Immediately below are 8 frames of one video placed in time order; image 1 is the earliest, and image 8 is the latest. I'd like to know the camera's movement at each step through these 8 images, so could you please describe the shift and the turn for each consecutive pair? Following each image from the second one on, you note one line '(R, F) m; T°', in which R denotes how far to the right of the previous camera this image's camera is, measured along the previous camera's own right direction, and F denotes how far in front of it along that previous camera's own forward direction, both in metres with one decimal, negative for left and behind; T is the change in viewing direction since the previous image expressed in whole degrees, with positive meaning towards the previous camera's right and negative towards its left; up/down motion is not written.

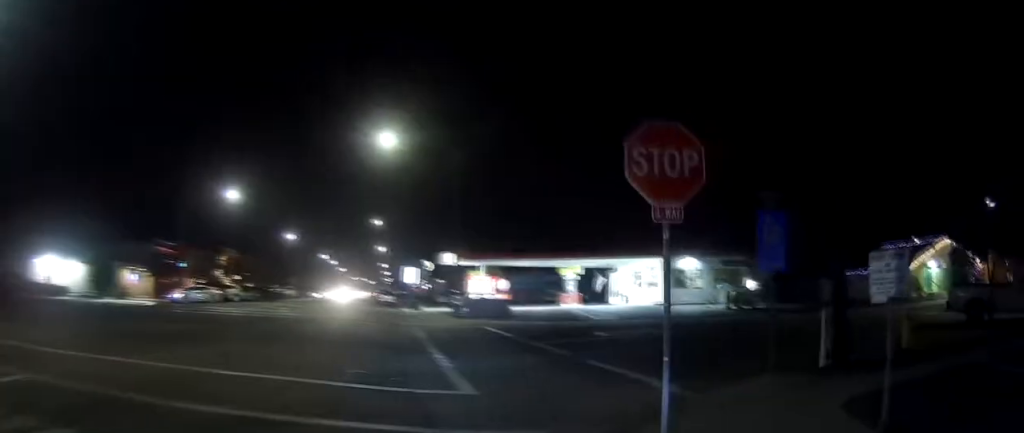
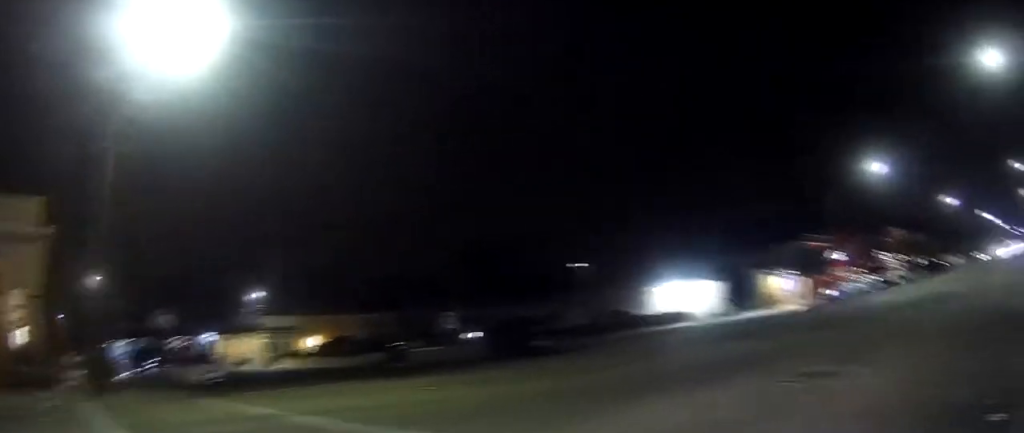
(+0.3, +6.9) m; +11°
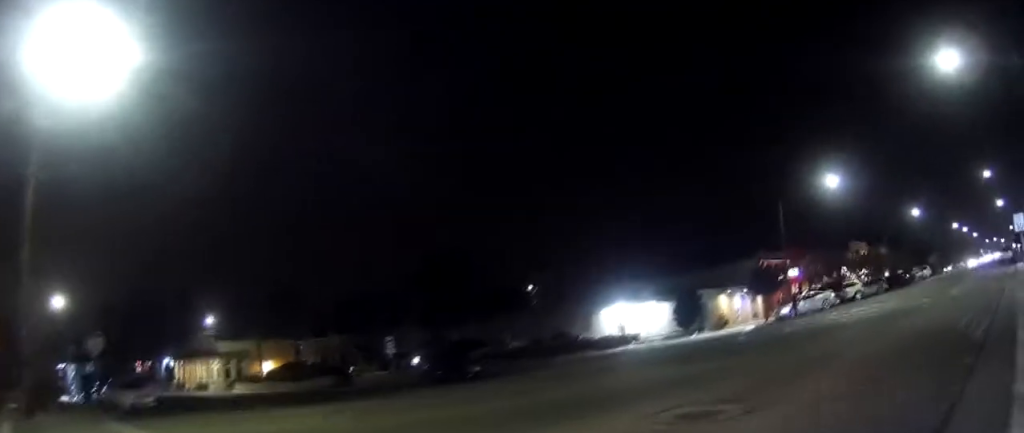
(-0.1, +1.8) m; +9°
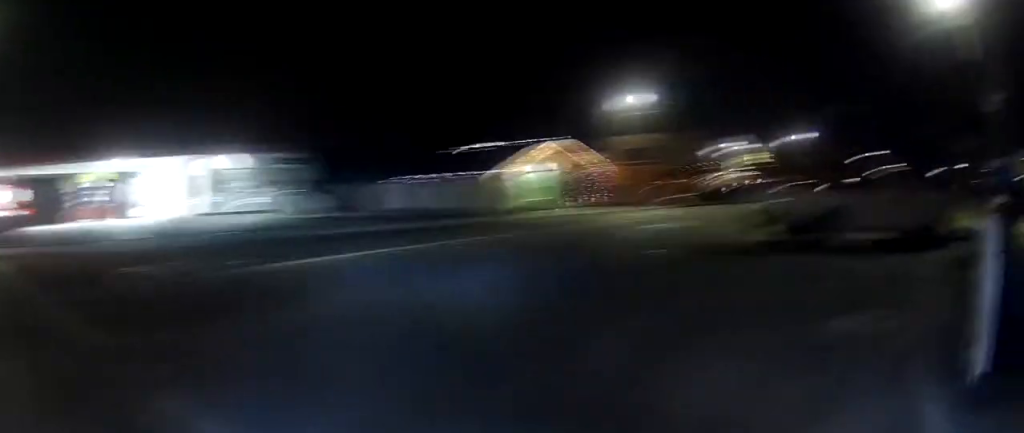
(+0.6, +2.8) m; +18°
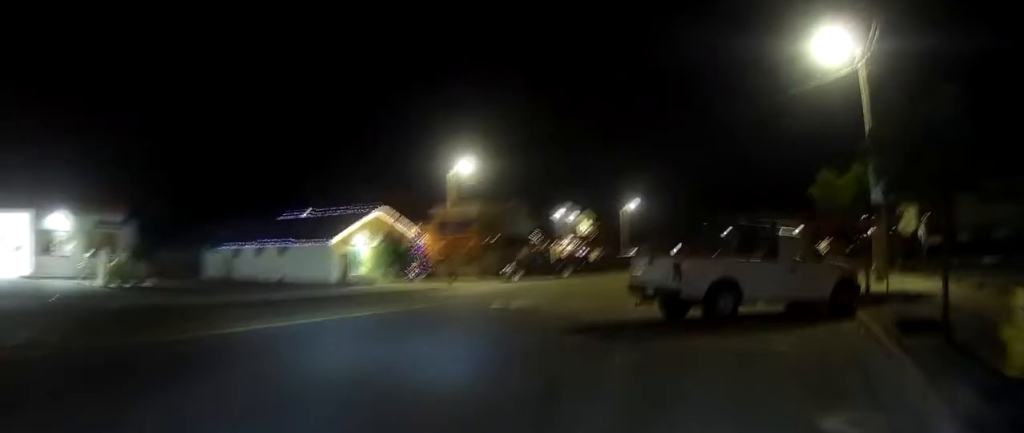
(+0.3, +2.5) m; +12°
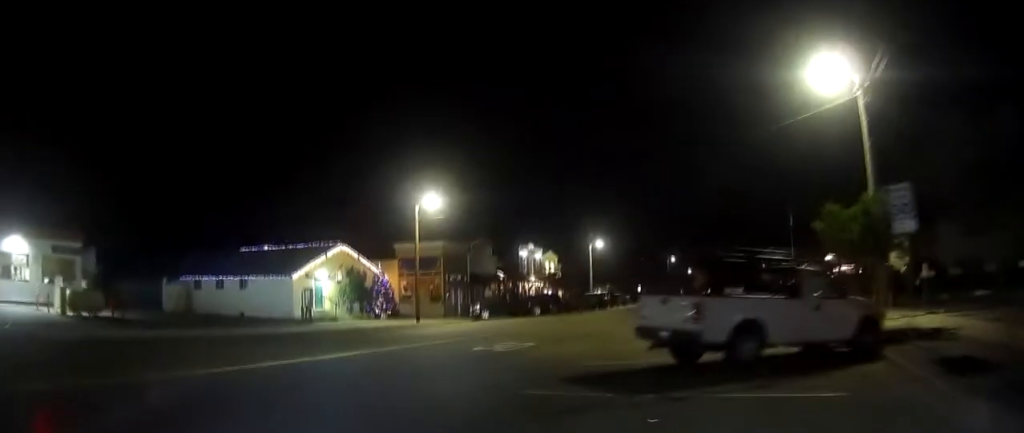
(+0.2, +2.2) m; +7°
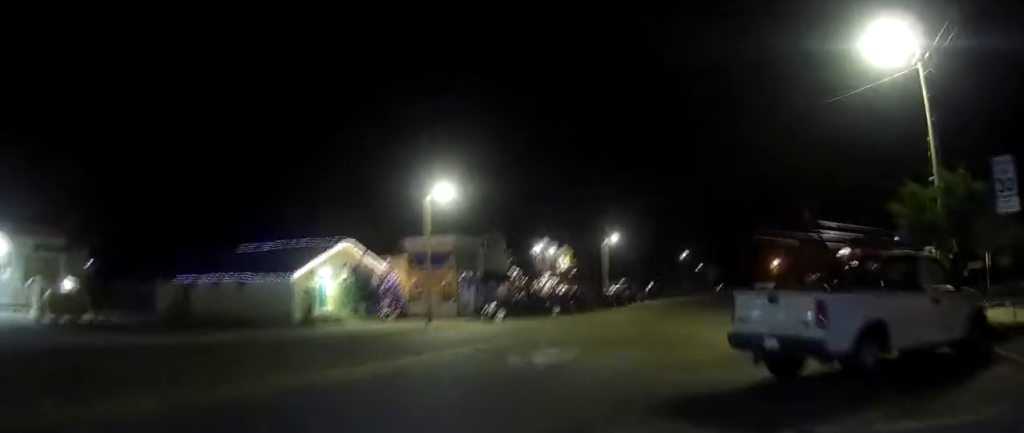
(+0.3, +3.5) m; +9°
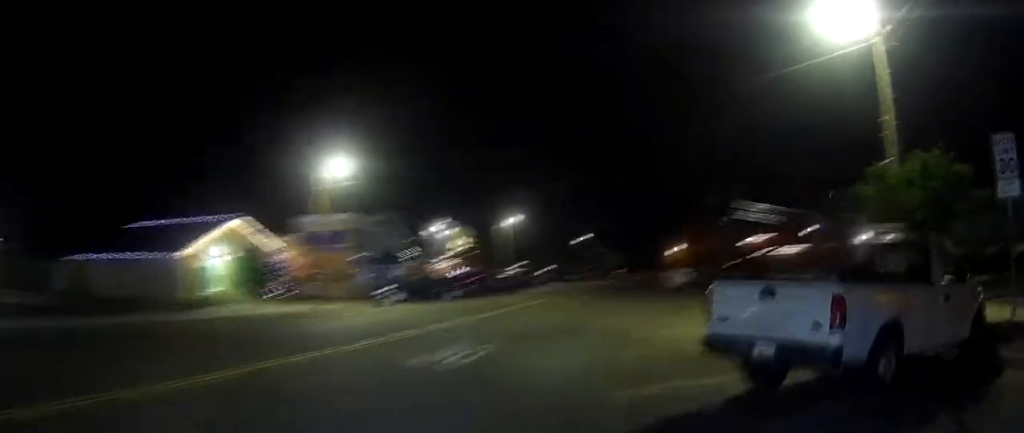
(0.0, +2.6) m; +6°
